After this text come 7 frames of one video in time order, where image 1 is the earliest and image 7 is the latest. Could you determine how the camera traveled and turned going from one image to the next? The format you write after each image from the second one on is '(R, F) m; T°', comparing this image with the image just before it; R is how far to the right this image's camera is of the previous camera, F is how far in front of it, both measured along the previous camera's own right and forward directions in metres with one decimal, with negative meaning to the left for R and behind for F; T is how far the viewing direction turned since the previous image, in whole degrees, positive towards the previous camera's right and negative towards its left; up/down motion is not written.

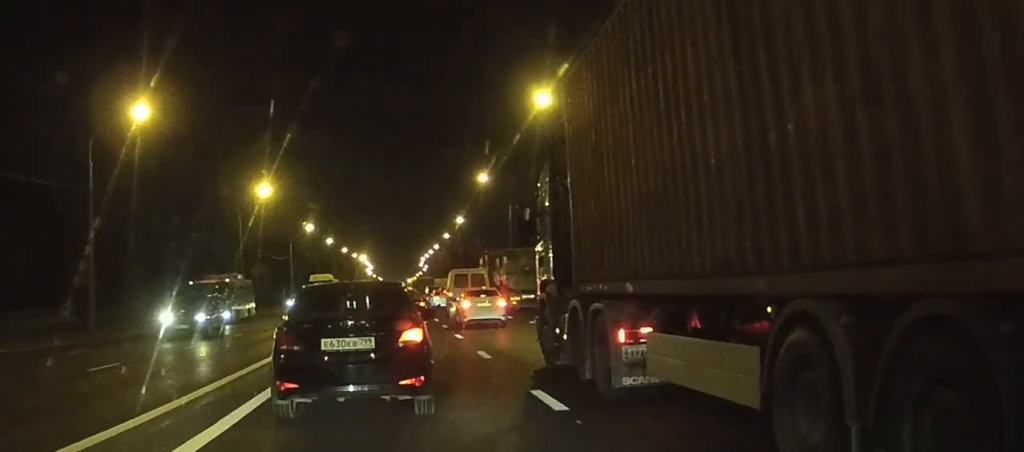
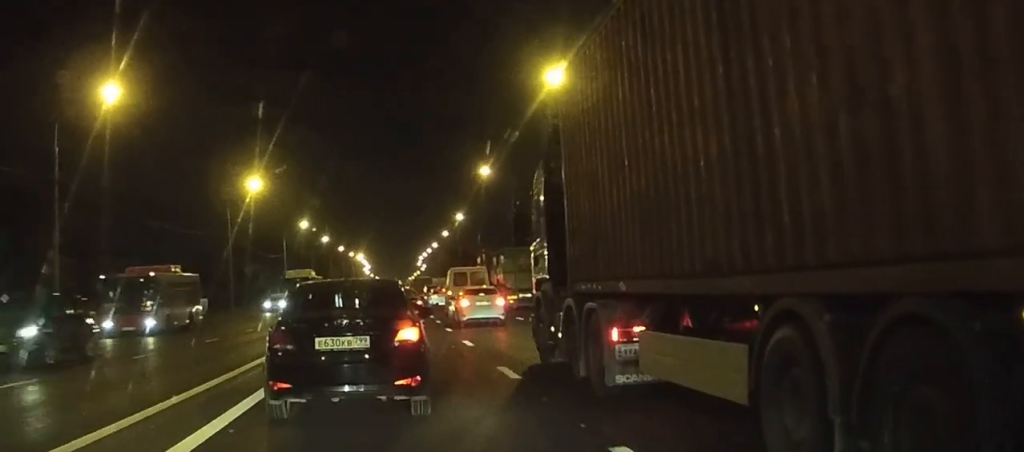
(-0.1, +4.2) m; -2°
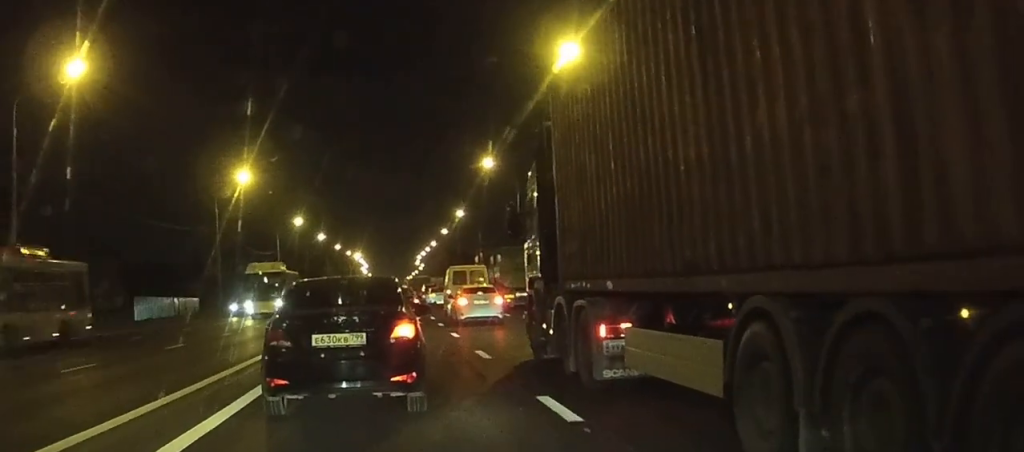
(0.0, +4.4) m; -1°
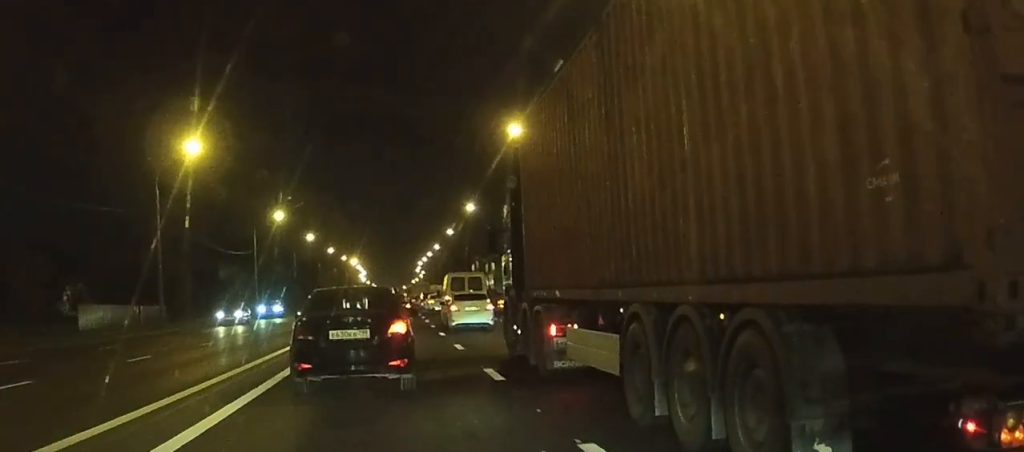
(+0.4, +19.8) m; +4°
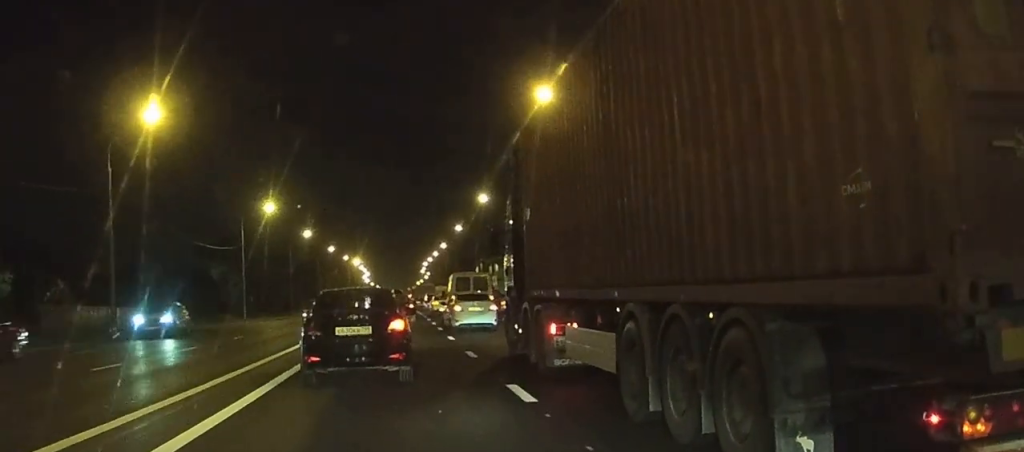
(+0.1, +11.2) m; +1°
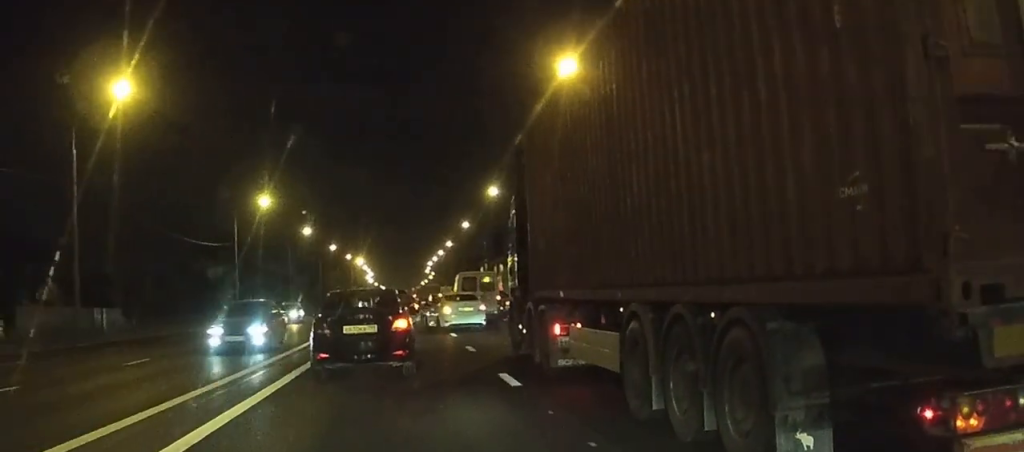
(0.0, +6.2) m; 0°
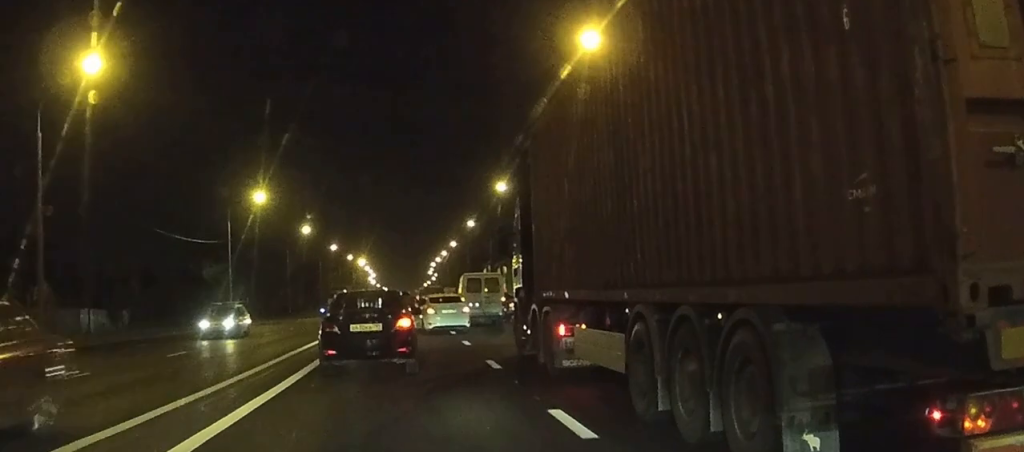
(0.0, +4.9) m; 0°
